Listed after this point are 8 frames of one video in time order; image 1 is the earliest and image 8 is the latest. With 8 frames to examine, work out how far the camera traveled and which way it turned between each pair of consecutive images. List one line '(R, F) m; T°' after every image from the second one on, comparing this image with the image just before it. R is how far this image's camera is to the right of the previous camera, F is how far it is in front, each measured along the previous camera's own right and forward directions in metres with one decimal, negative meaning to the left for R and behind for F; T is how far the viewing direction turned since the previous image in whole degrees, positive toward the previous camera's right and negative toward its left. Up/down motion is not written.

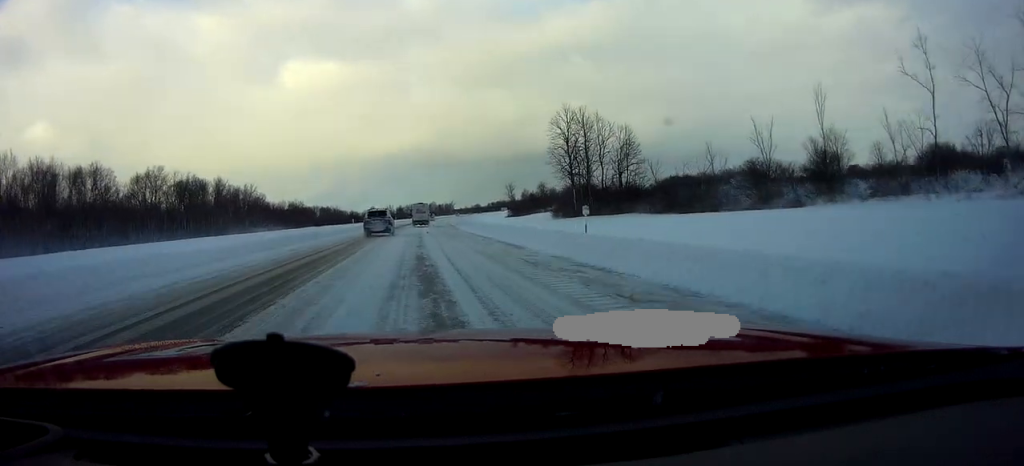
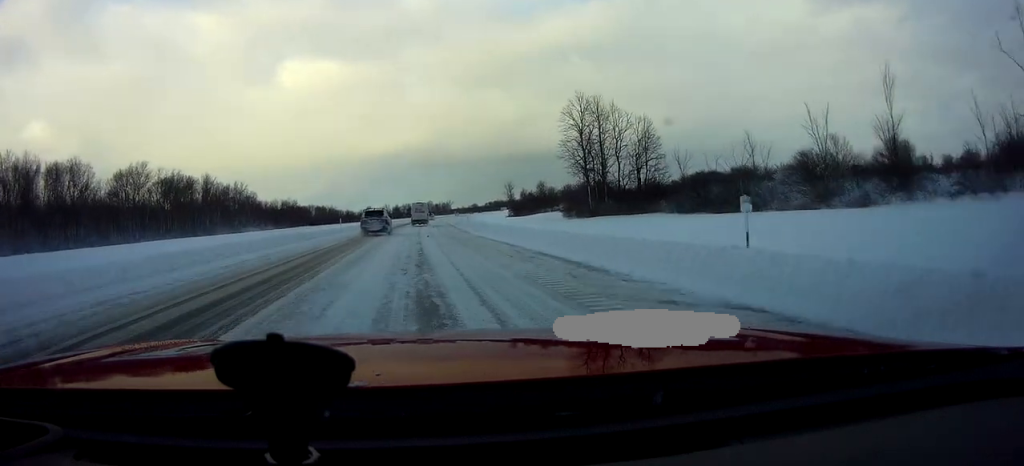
(-0.2, +8.9) m; 0°
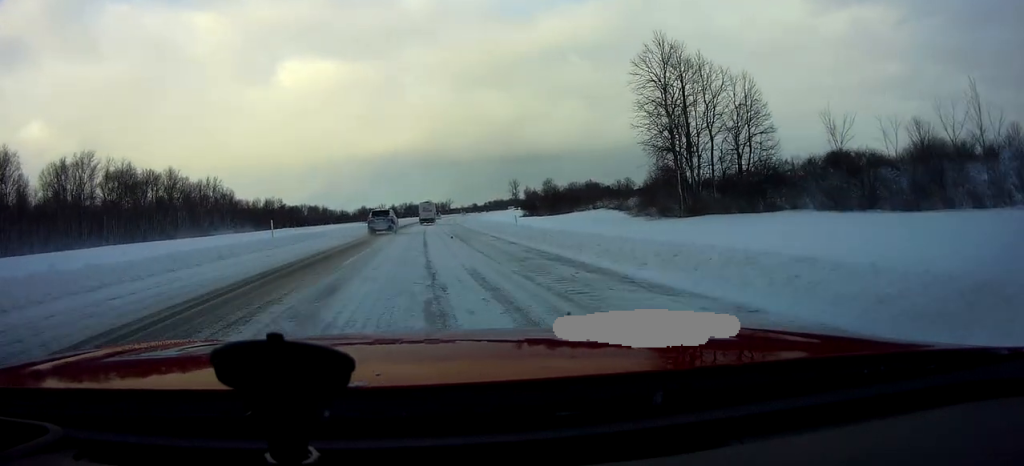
(+0.9, +27.9) m; +2°
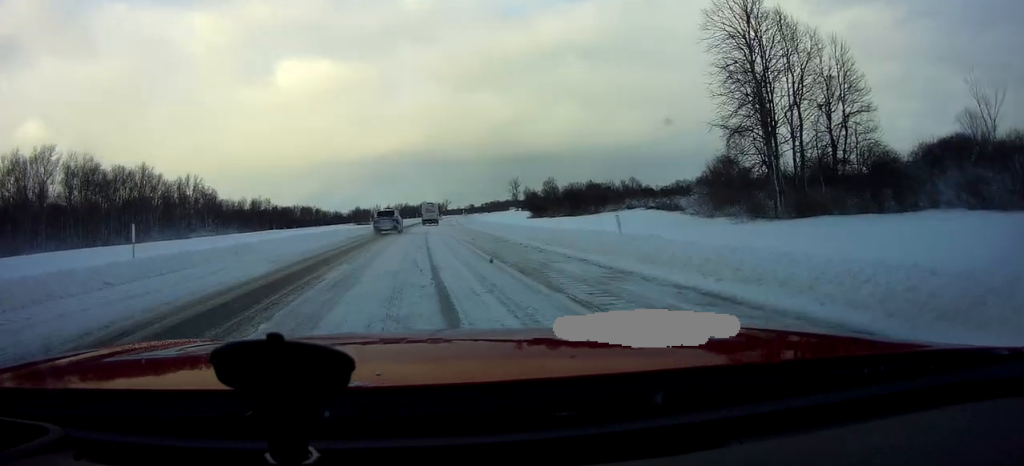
(+0.1, +15.3) m; -1°
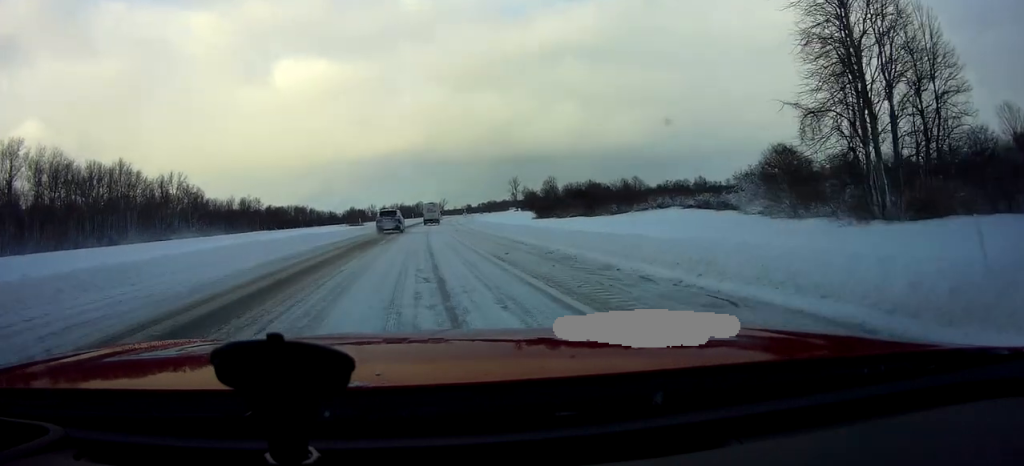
(-0.5, +10.6) m; -1°
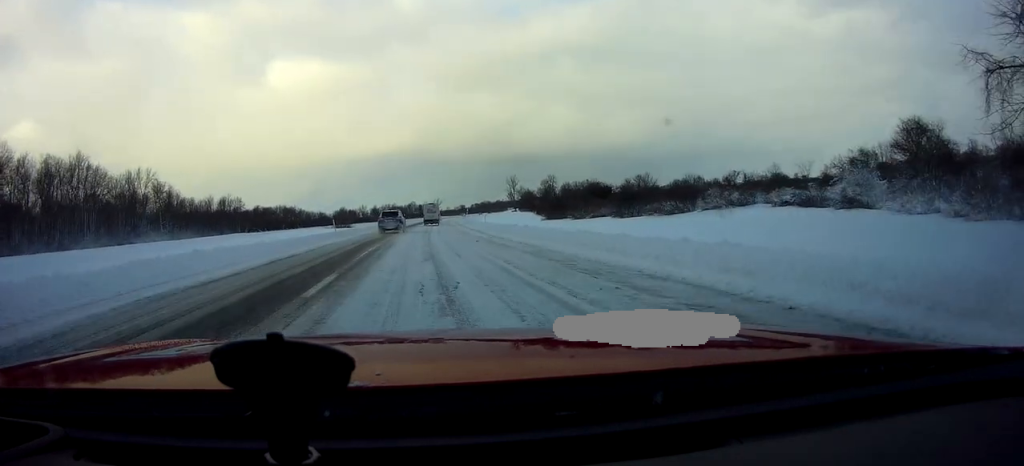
(+0.4, +16.6) m; +2°
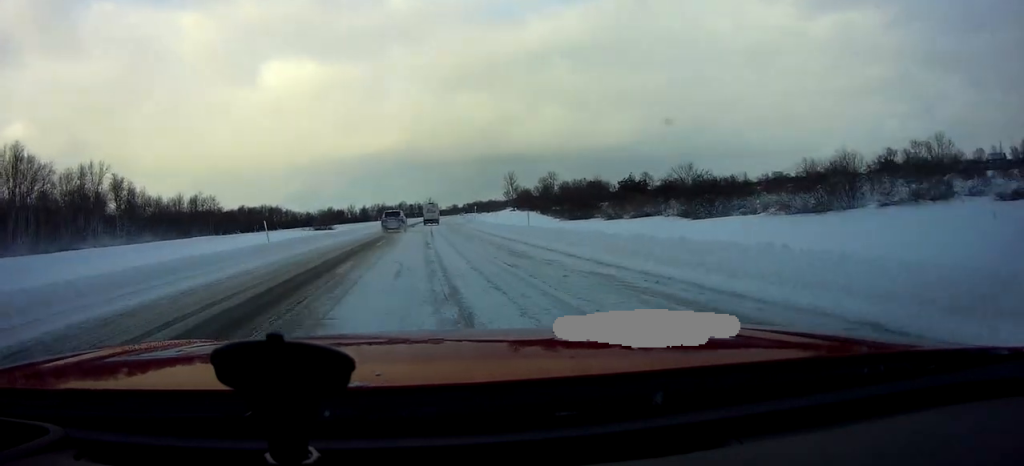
(+0.1, +20.7) m; 0°
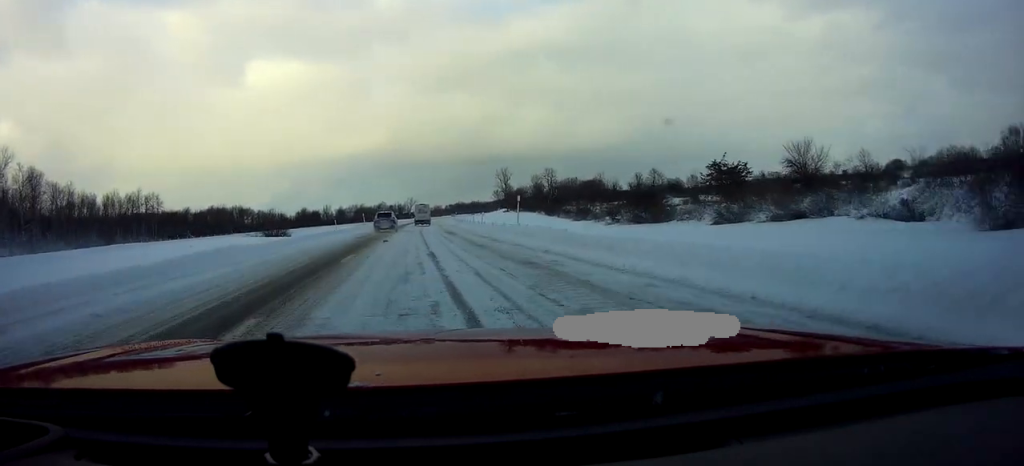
(+1.0, +33.1) m; +3°
